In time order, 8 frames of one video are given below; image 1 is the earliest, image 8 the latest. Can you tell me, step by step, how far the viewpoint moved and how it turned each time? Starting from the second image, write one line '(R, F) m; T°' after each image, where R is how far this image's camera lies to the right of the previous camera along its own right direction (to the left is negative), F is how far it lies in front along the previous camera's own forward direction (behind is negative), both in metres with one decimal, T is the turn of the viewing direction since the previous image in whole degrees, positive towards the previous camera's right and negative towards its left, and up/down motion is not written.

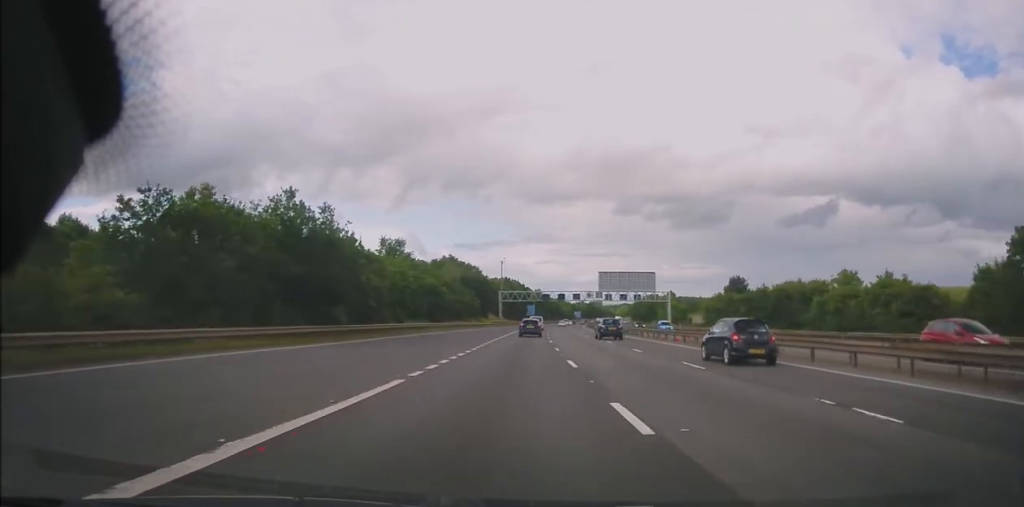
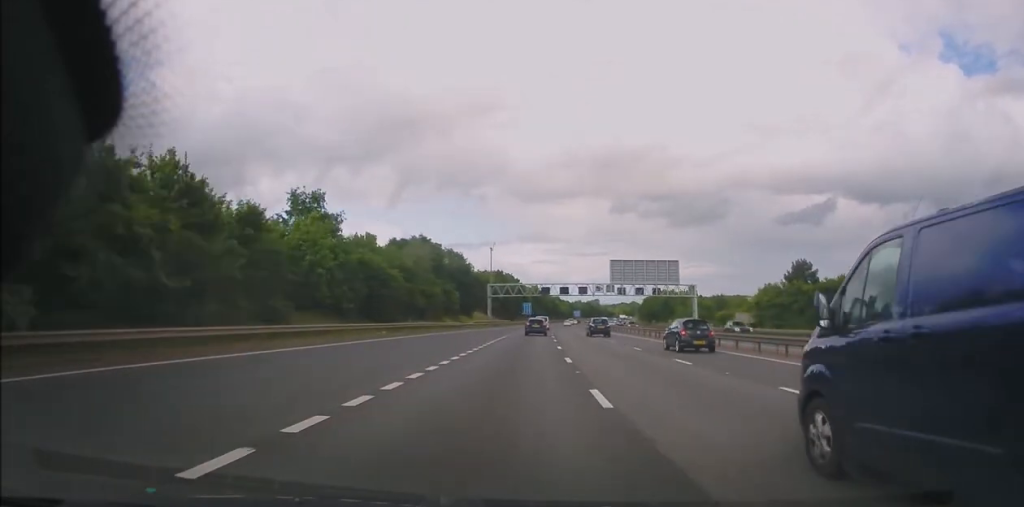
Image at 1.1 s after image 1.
(+0.2, +27.8) m; +1°
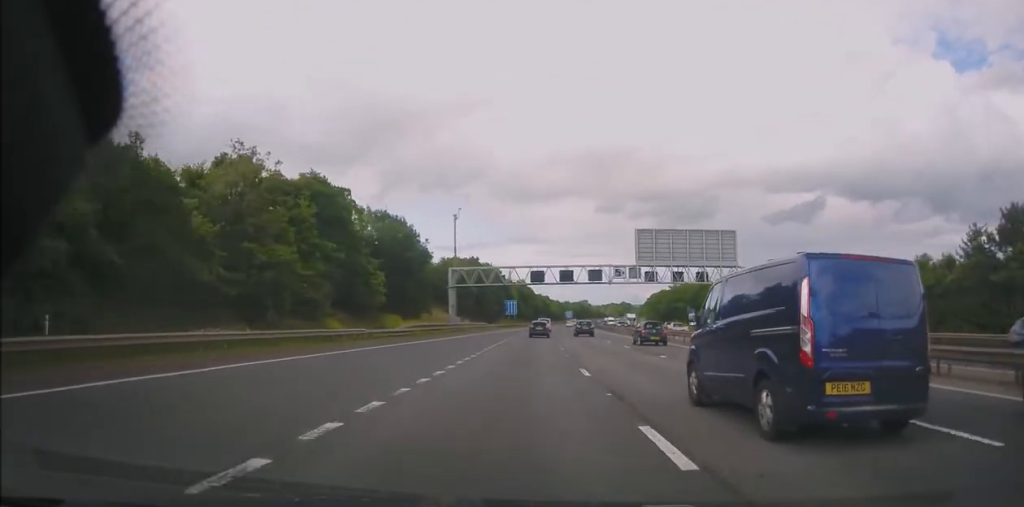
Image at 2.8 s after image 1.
(+0.4, +42.1) m; 0°
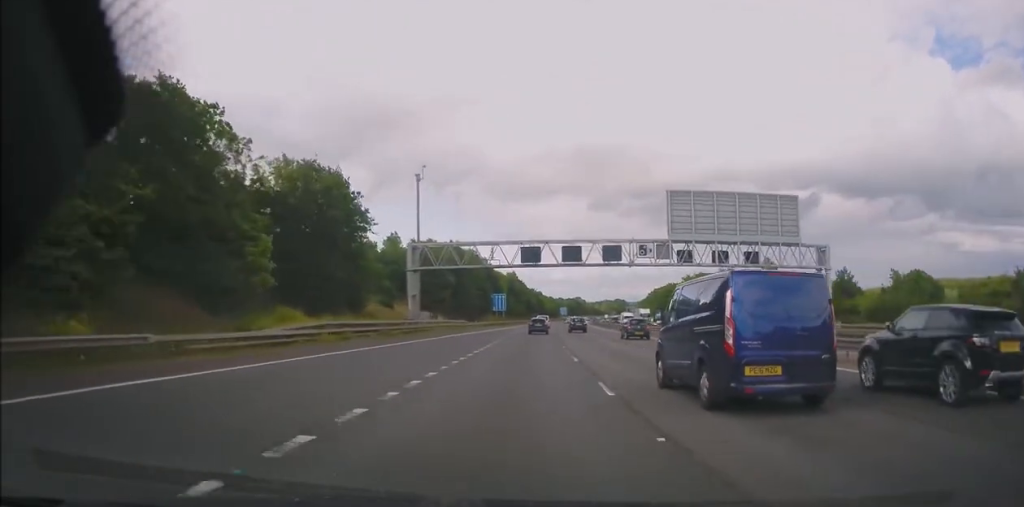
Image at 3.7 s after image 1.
(-0.3, +22.5) m; +1°
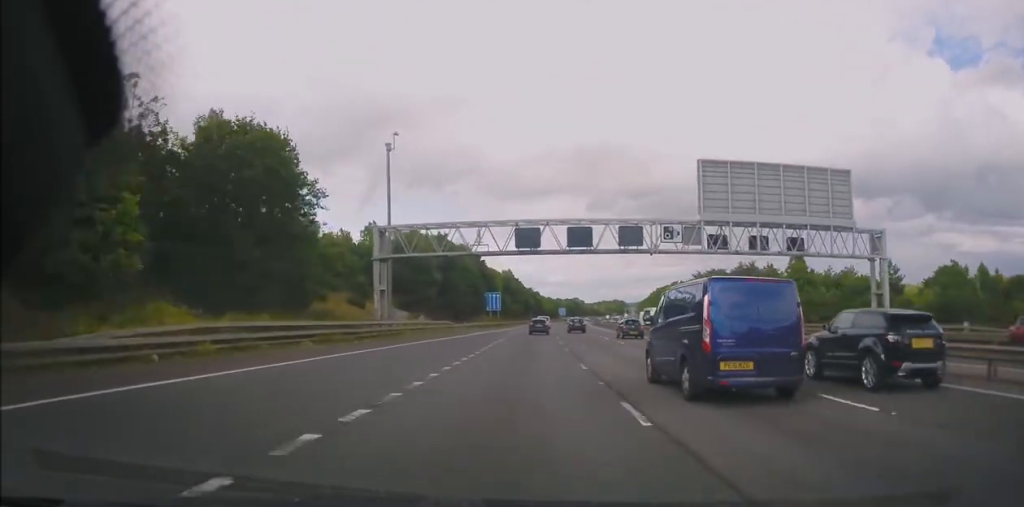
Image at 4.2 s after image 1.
(+0.3, +11.8) m; 0°
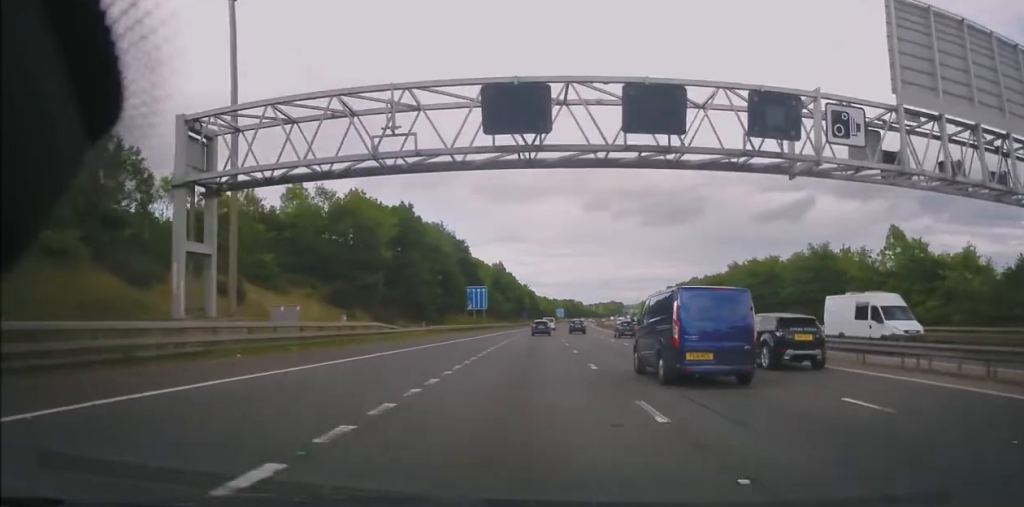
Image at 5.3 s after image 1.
(0.0, +26.9) m; +1°
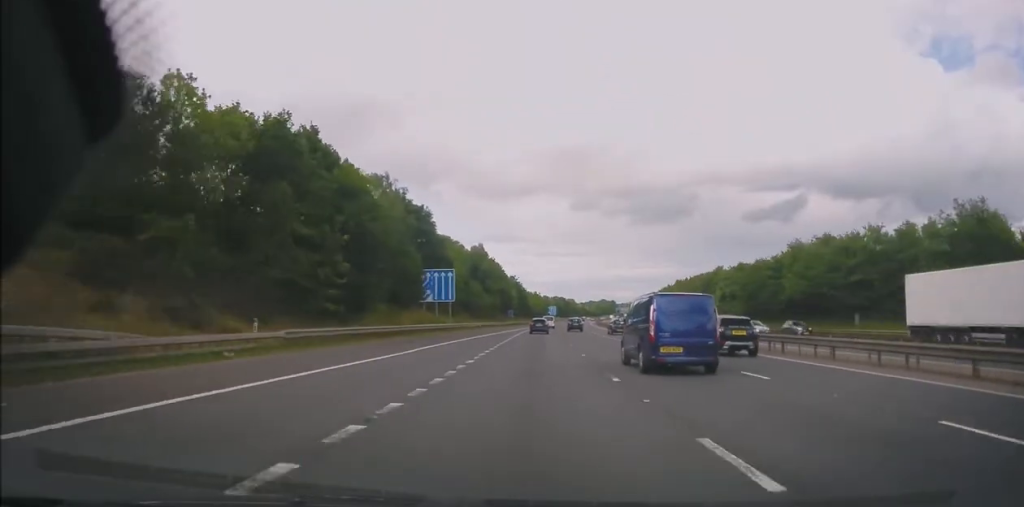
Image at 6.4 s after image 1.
(+0.6, +29.6) m; +2°
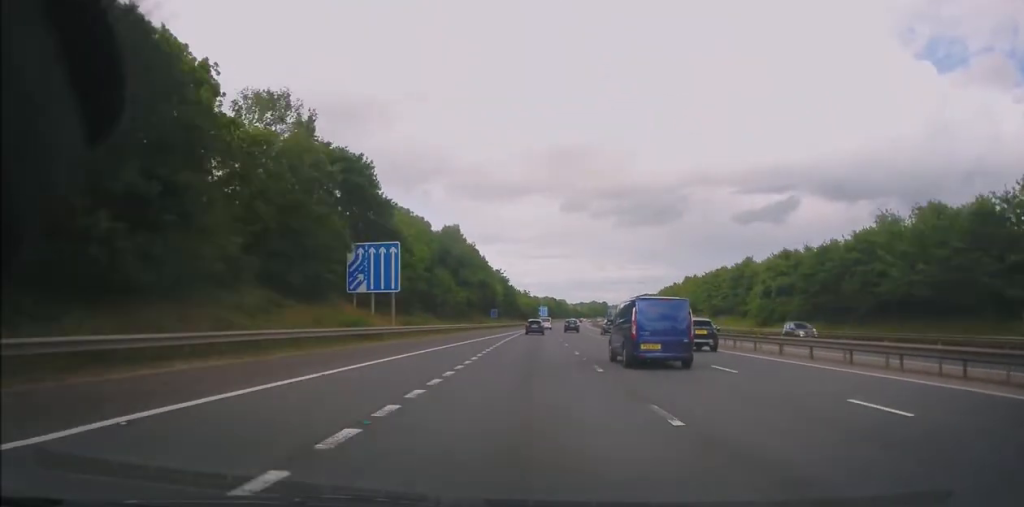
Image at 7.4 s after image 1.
(+0.2, +23.9) m; 0°
